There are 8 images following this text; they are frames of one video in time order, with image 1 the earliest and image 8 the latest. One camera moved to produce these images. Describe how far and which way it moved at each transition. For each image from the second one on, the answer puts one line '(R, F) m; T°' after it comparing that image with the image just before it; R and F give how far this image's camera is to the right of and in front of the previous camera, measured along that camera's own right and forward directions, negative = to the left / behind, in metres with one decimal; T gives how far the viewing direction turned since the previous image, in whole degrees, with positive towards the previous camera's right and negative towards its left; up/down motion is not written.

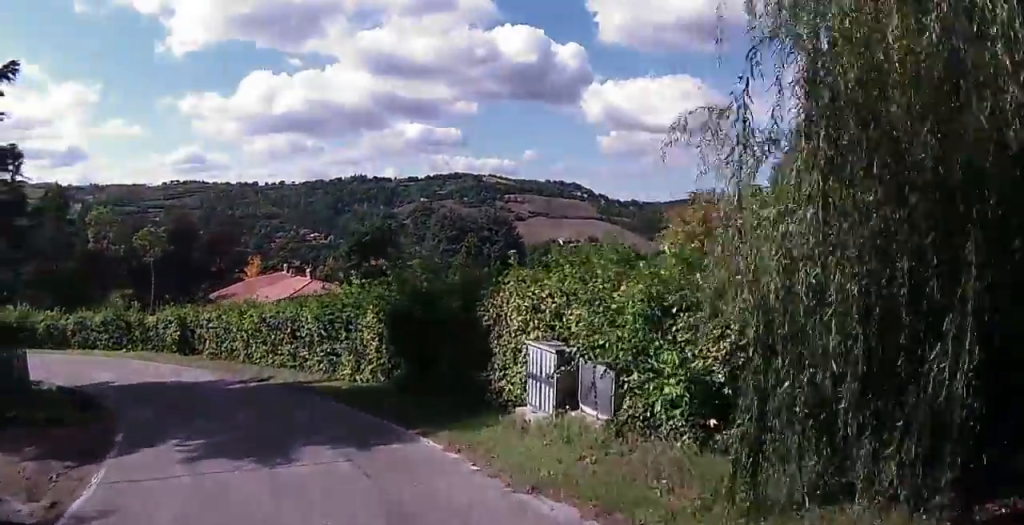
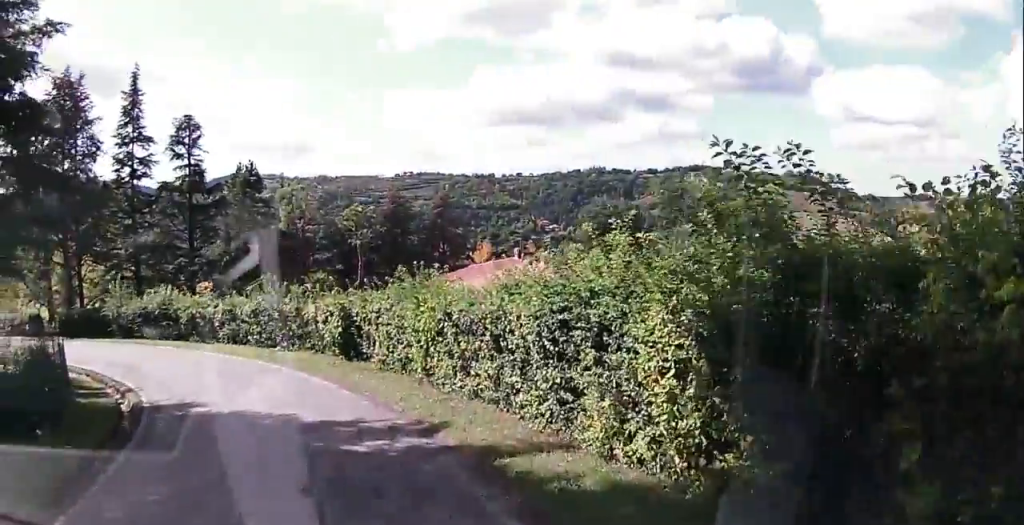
(-2.5, +8.3) m; -31°
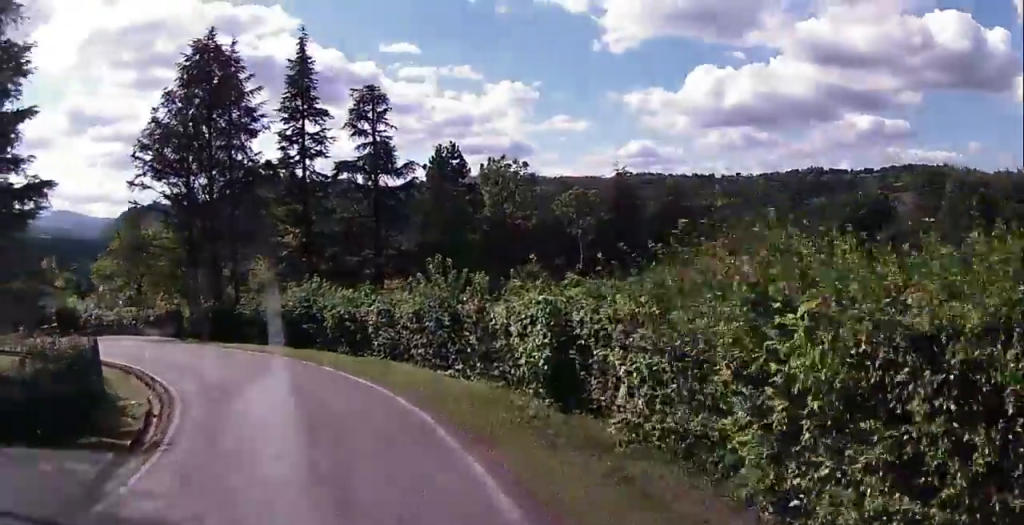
(-0.3, +9.7) m; -7°
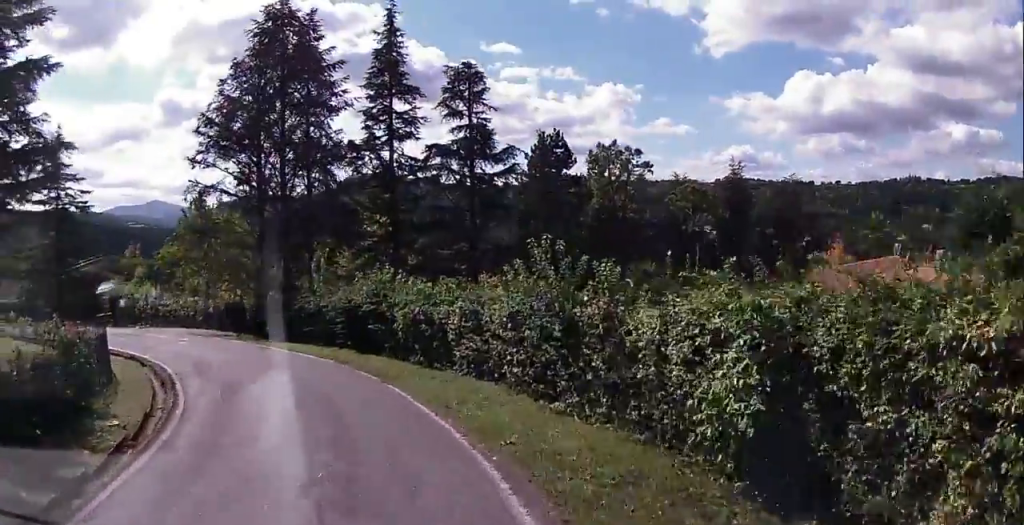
(+0.2, +5.0) m; -10°
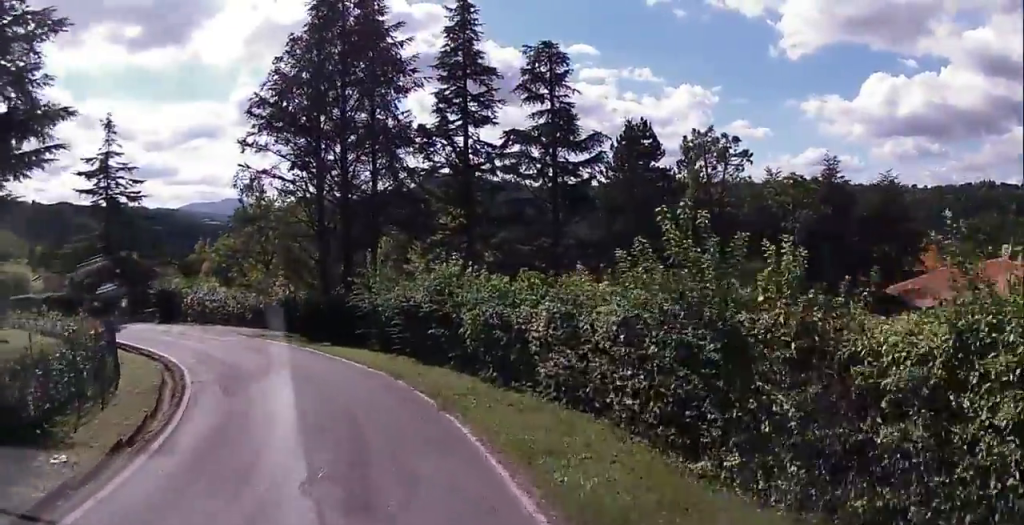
(-0.8, +4.1) m; -7°
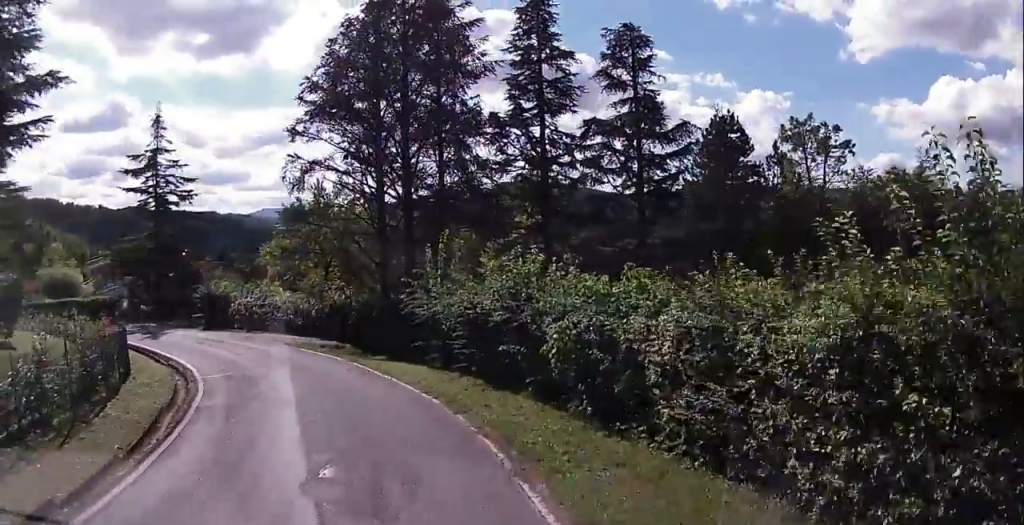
(-0.3, +3.9) m; -6°
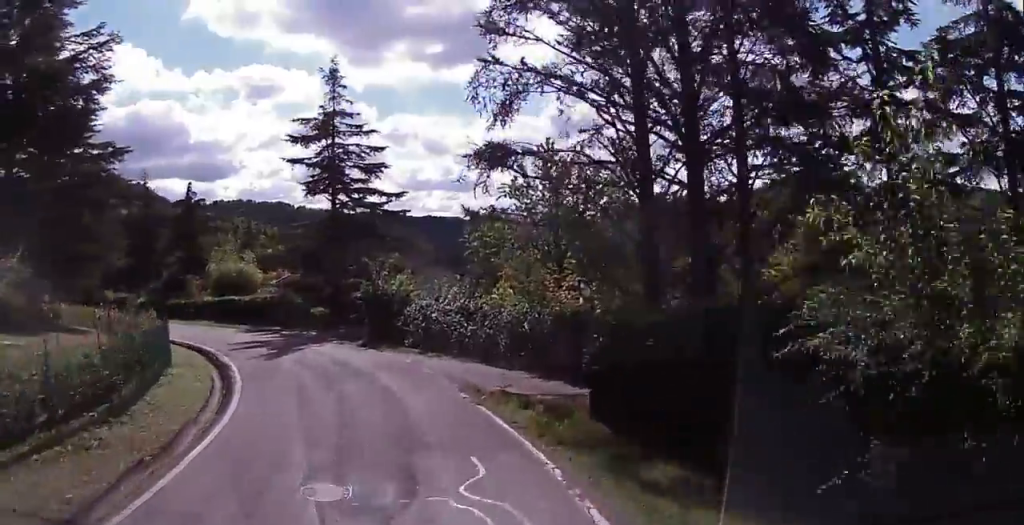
(-2.0, +14.0) m; -20°
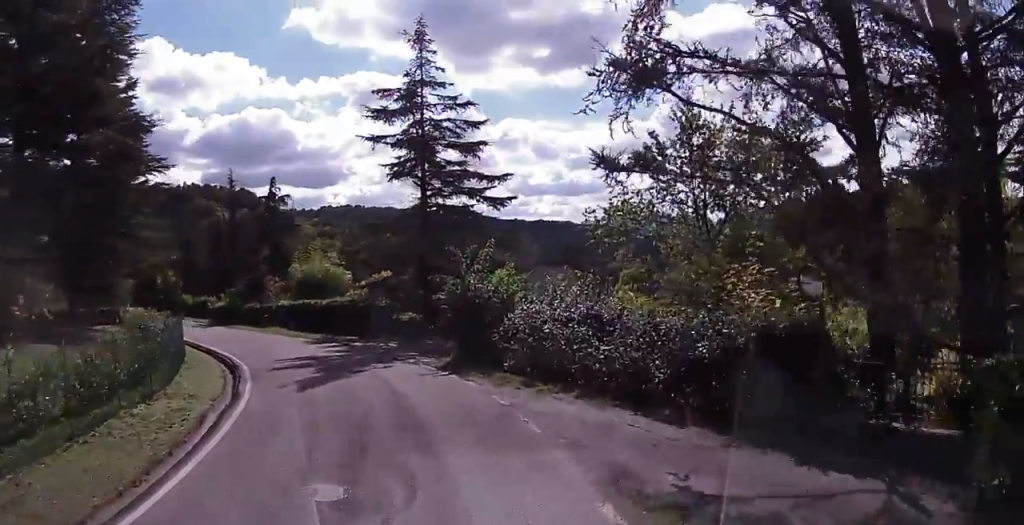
(-0.8, +7.8) m; -11°
